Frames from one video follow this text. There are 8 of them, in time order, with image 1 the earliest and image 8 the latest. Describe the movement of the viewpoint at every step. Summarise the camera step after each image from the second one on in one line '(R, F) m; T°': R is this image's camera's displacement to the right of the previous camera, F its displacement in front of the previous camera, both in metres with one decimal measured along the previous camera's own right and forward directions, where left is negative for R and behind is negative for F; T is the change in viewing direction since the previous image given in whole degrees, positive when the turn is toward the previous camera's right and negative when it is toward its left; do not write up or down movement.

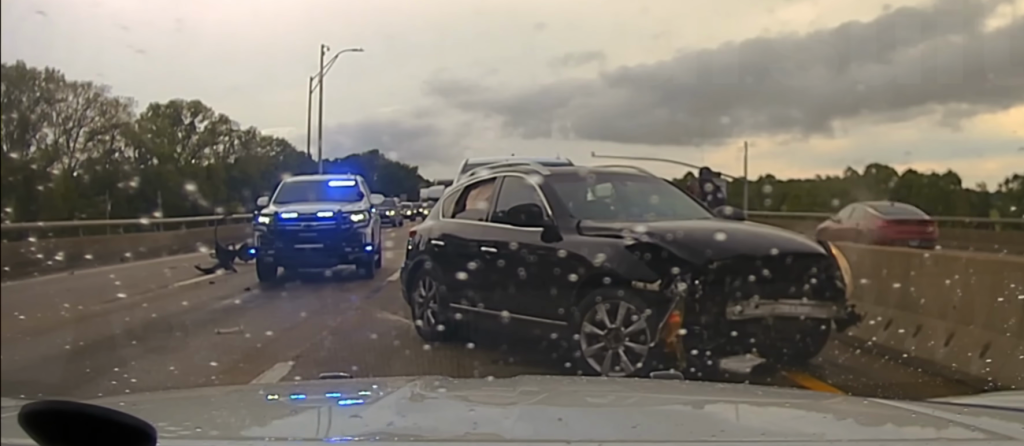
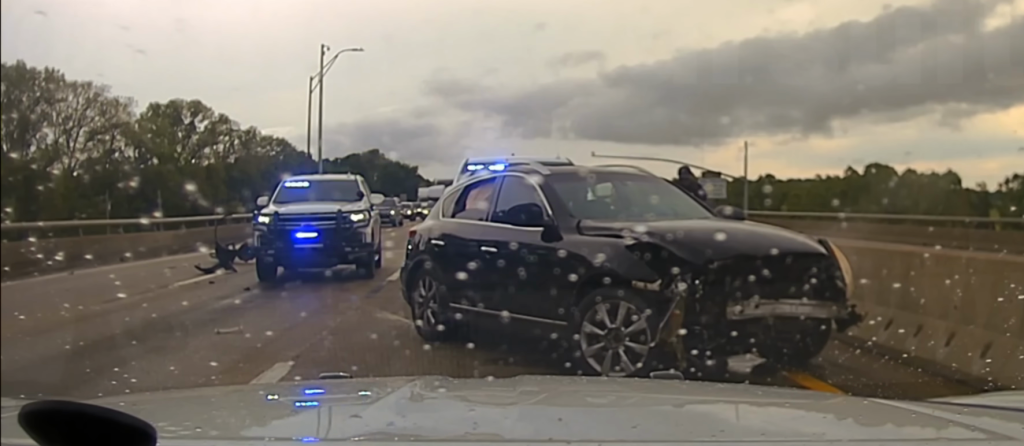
(0.0, 0.0) m; 0°
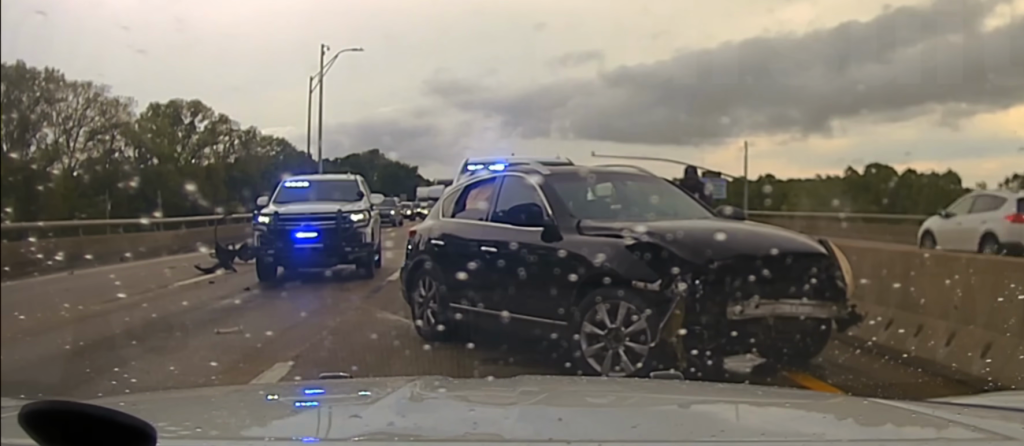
(0.0, 0.0) m; 0°
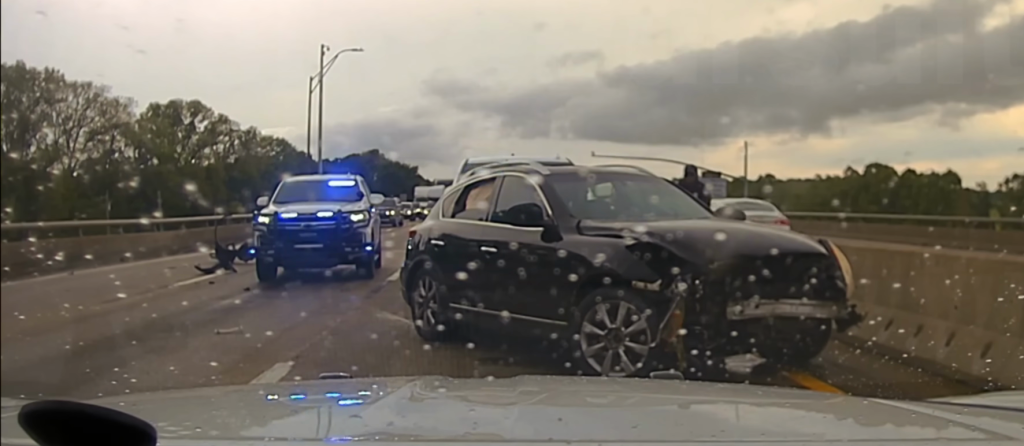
(0.0, 0.0) m; 0°
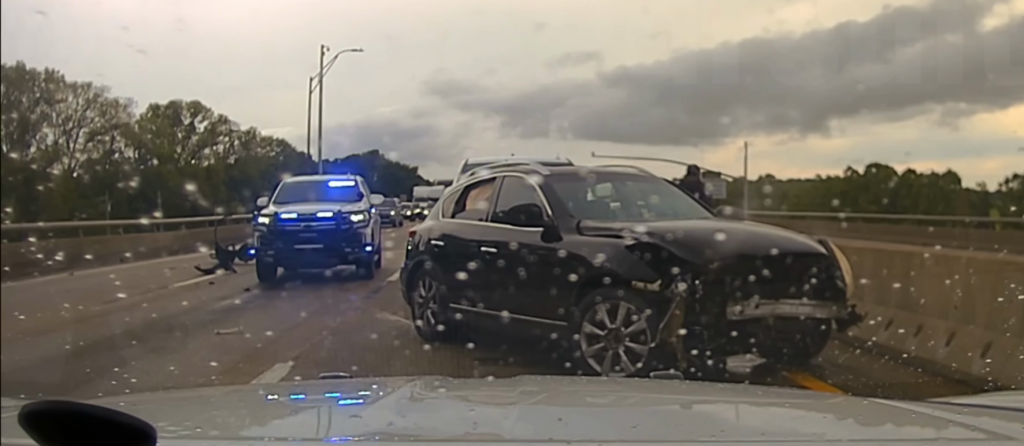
(0.0, 0.0) m; 0°
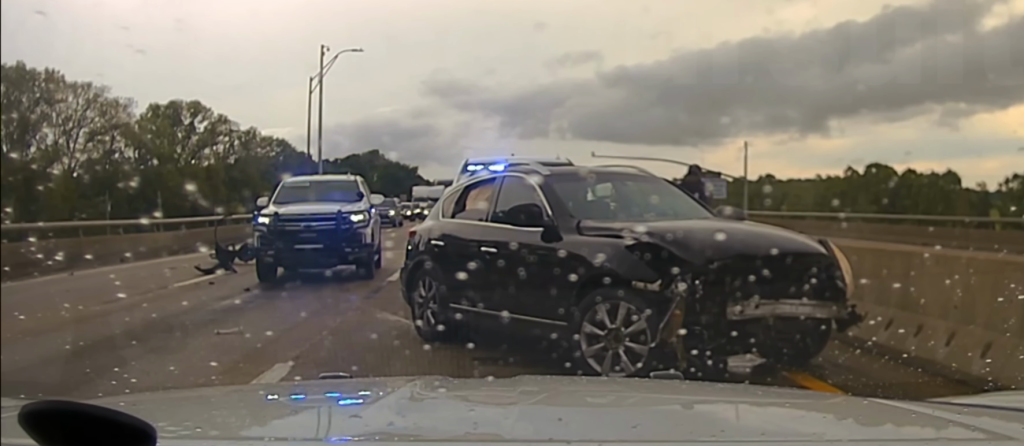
(0.0, 0.0) m; 0°
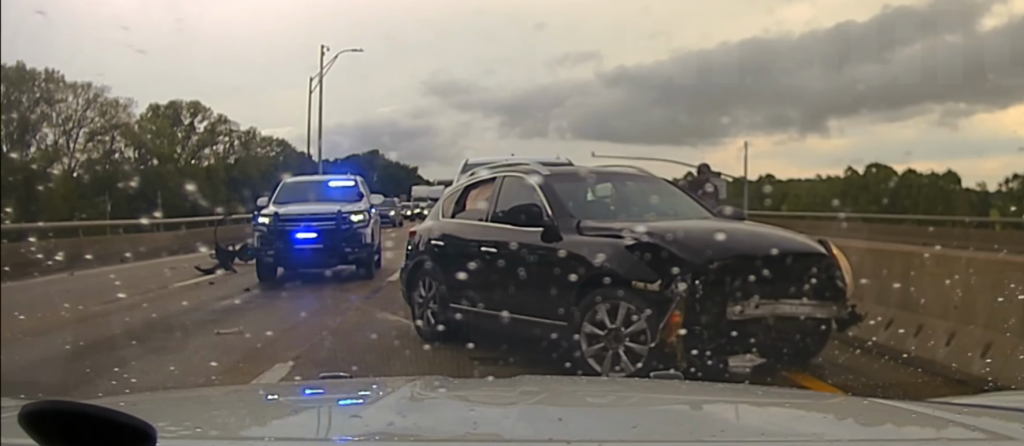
(0.0, 0.0) m; 0°
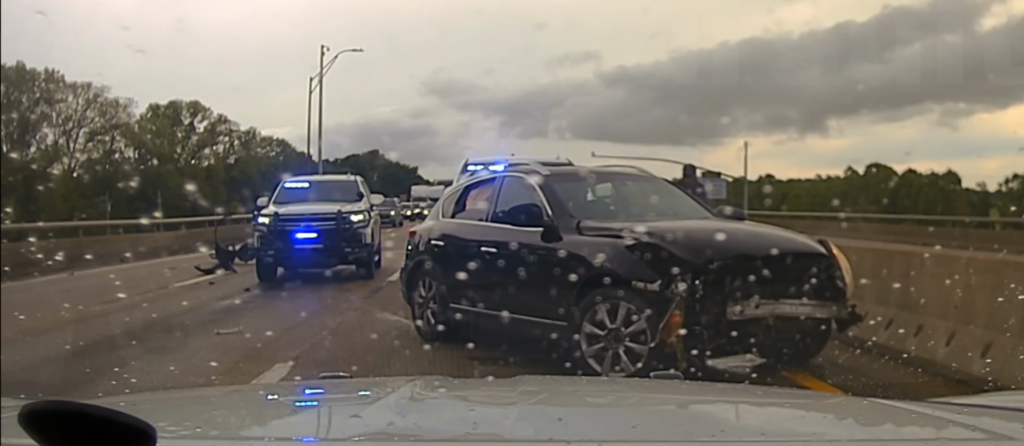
(0.0, 0.0) m; 0°
